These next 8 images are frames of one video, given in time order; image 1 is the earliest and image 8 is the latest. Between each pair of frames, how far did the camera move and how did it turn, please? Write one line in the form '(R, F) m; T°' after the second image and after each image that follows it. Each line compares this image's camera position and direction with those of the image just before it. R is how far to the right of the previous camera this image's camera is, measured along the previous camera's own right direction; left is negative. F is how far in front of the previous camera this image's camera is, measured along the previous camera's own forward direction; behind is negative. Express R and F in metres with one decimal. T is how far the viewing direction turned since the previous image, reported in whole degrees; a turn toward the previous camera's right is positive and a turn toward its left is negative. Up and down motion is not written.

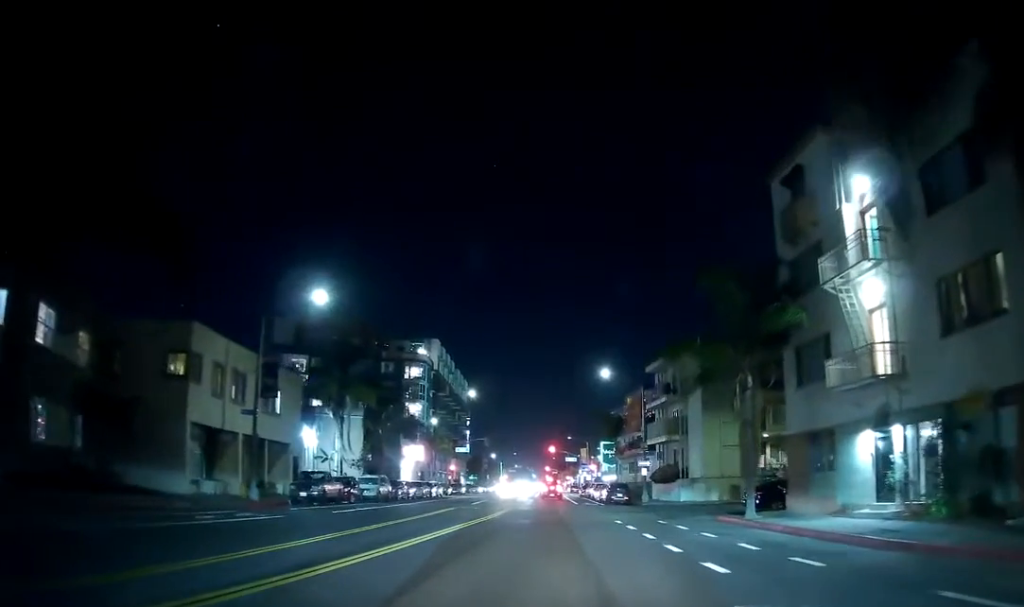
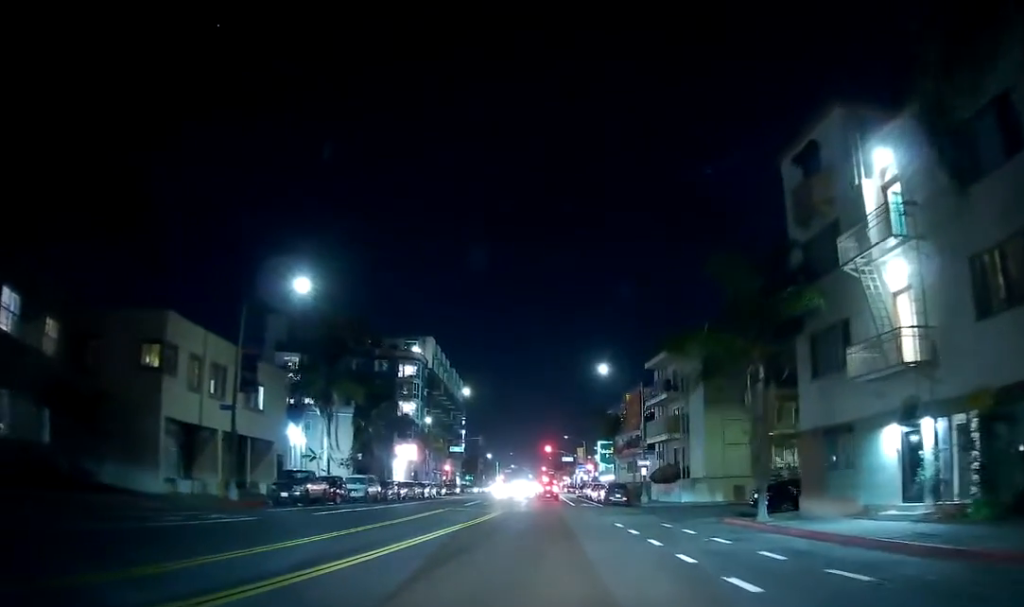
(-0.1, +2.0) m; +2°
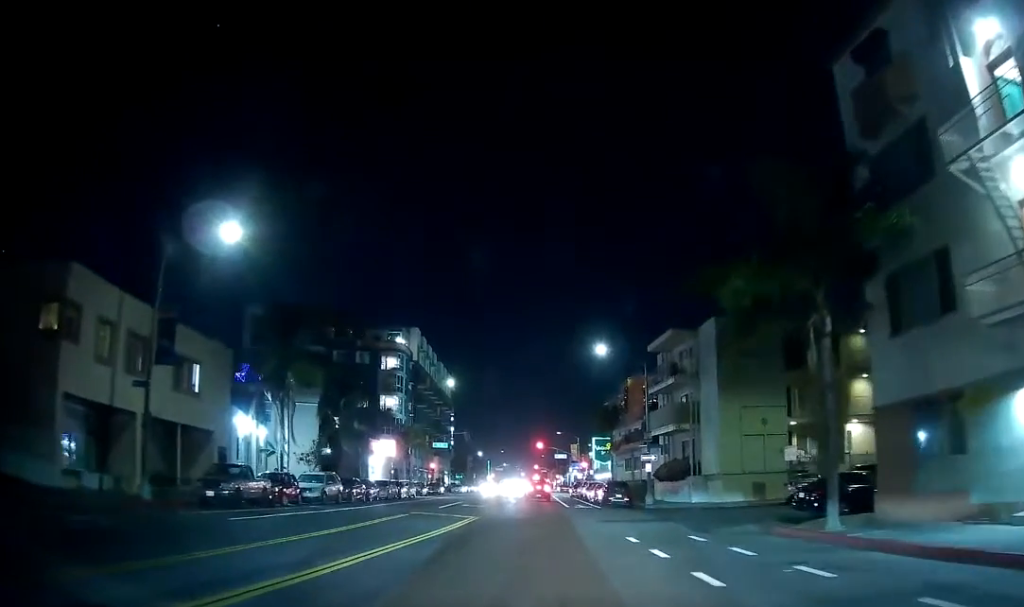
(+0.9, +6.7) m; +7°
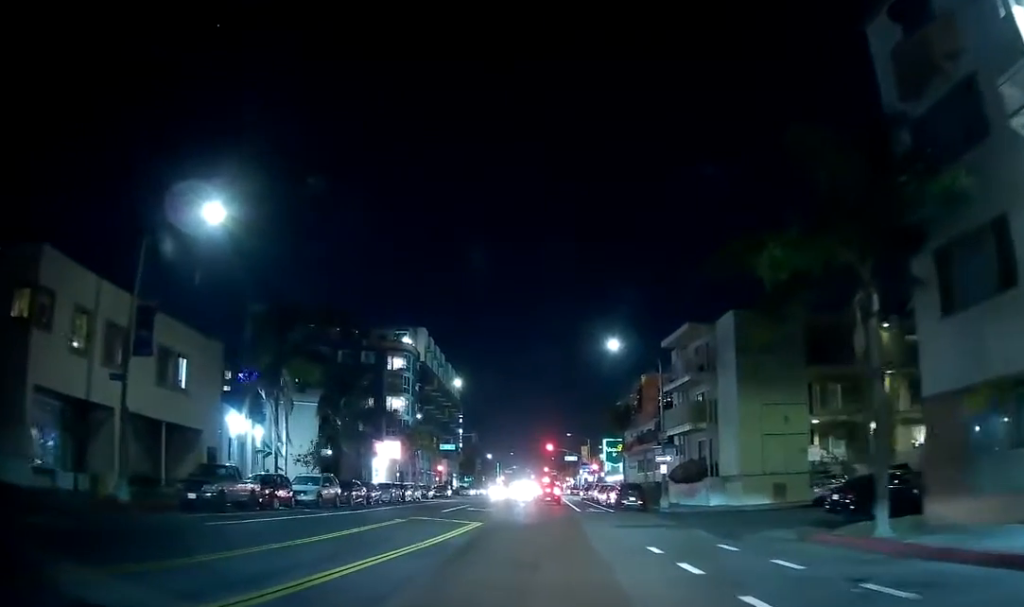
(0.0, +2.3) m; -1°
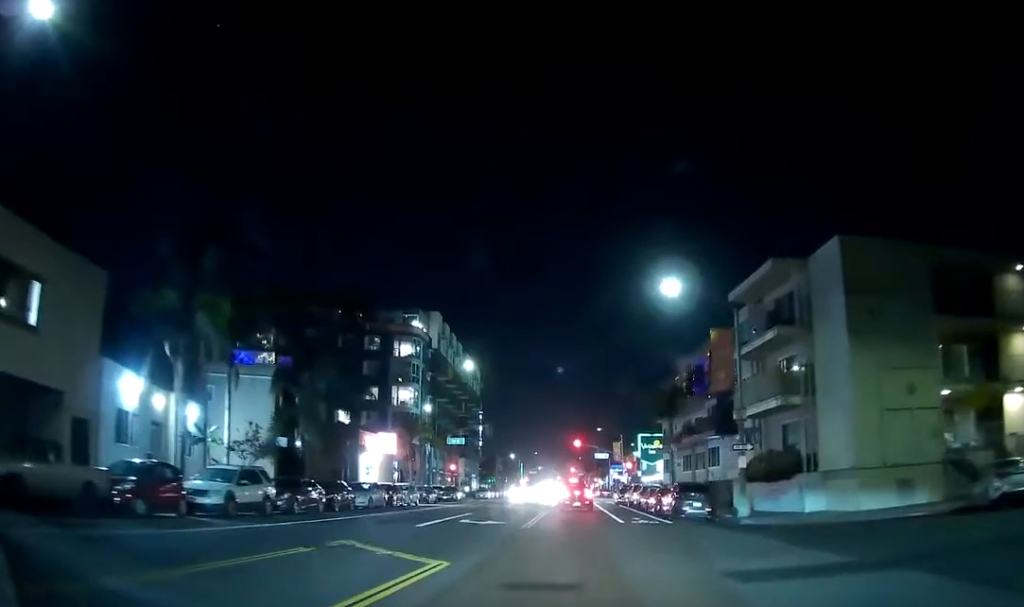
(-0.6, +11.0) m; -6°
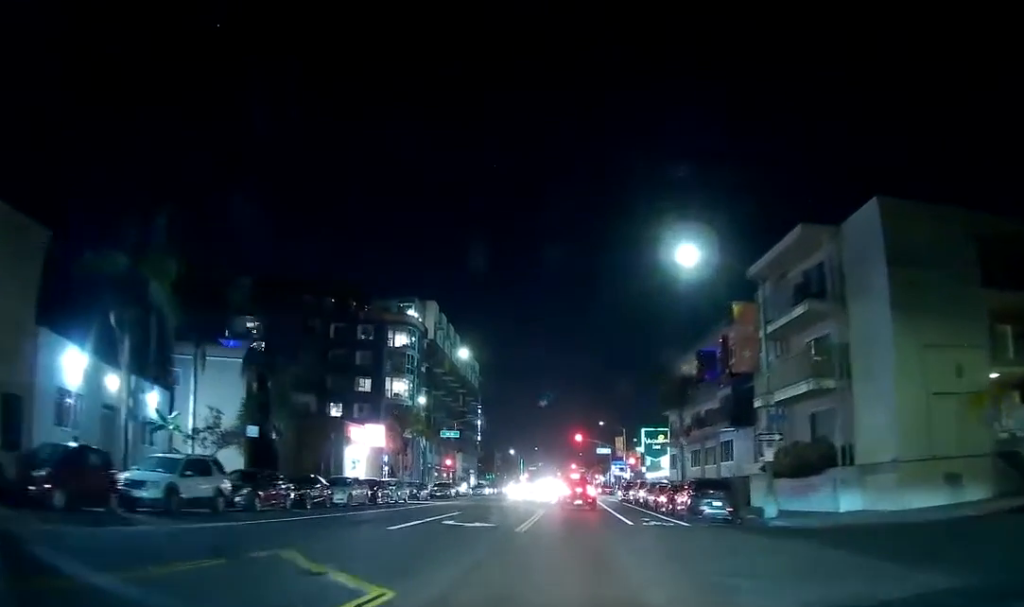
(0.0, +4.0) m; +2°
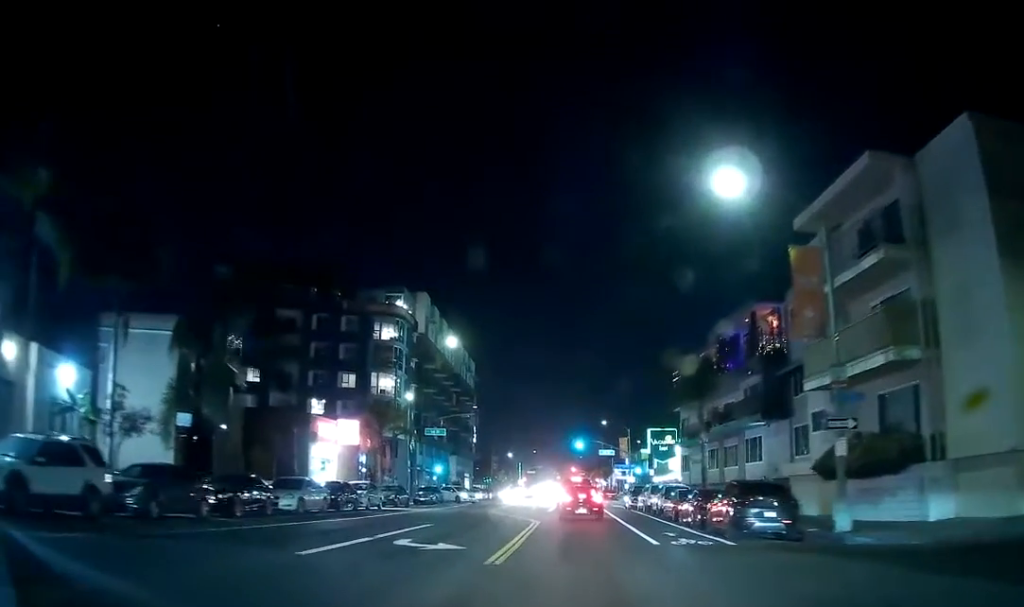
(+0.1, +6.9) m; +2°
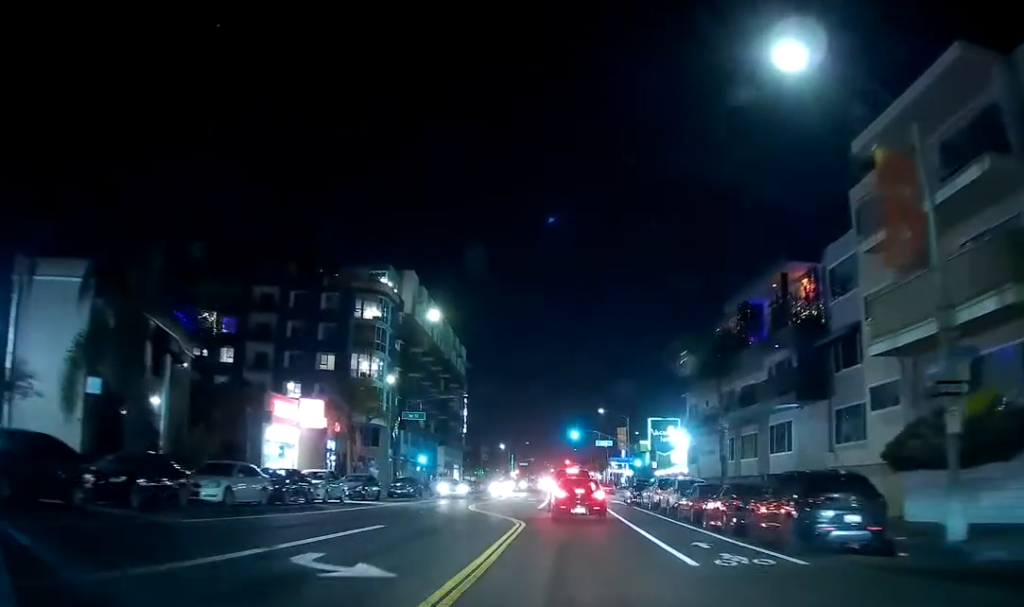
(+0.3, +6.8) m; 0°
